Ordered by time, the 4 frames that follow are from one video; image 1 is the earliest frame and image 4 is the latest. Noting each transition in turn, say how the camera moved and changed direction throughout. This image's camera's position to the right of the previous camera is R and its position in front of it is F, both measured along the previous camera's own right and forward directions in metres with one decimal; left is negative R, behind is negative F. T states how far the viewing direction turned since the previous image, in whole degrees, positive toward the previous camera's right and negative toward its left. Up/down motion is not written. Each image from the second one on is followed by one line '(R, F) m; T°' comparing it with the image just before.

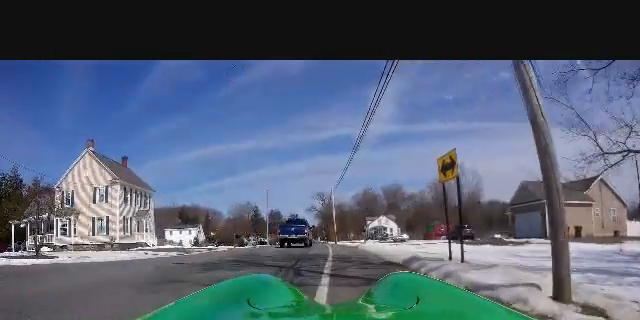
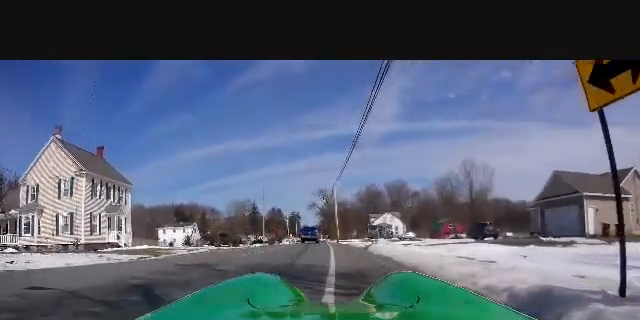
(+0.2, +5.6) m; -1°
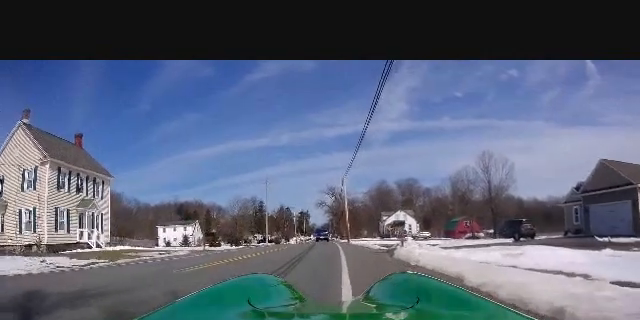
(-0.3, +5.4) m; -1°
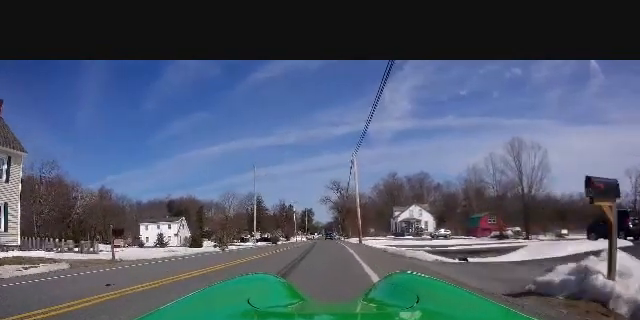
(-0.2, +11.2) m; -5°
